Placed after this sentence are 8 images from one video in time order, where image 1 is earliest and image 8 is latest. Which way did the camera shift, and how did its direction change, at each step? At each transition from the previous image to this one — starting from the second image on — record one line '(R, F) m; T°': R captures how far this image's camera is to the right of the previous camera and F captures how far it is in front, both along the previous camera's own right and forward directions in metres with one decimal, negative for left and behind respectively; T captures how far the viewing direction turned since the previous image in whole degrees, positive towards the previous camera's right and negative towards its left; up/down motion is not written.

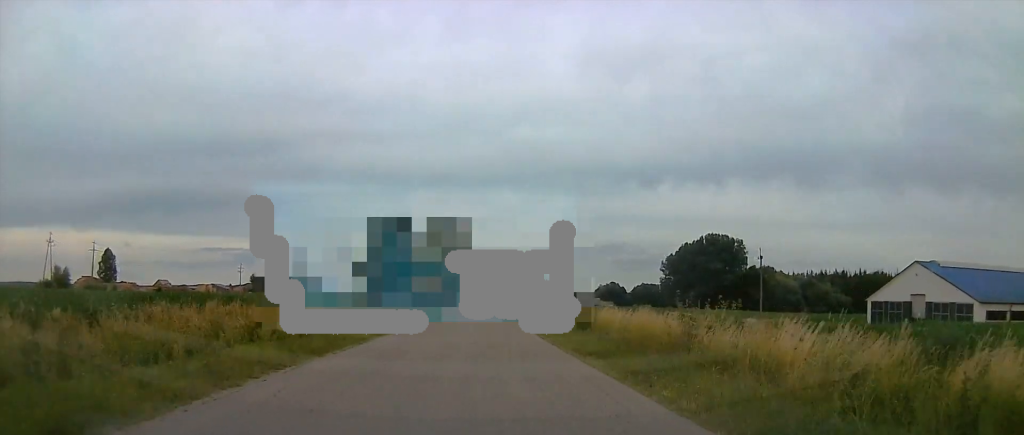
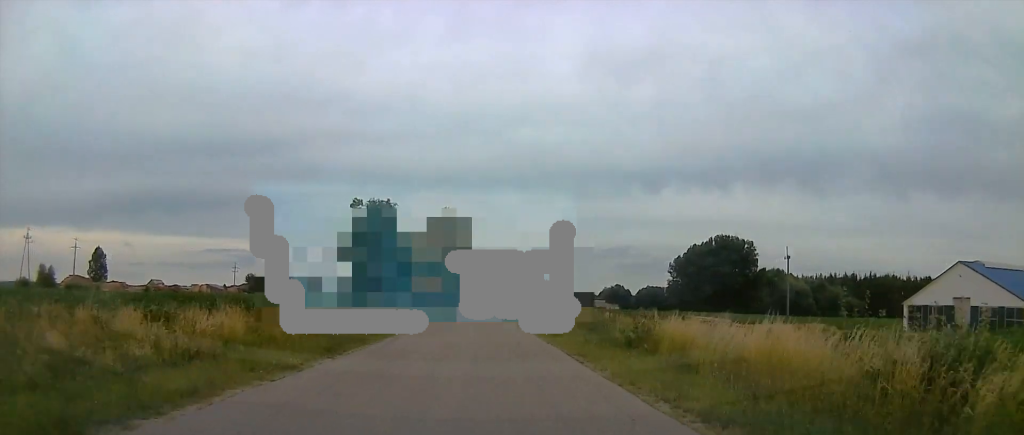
(0.0, +9.0) m; 0°
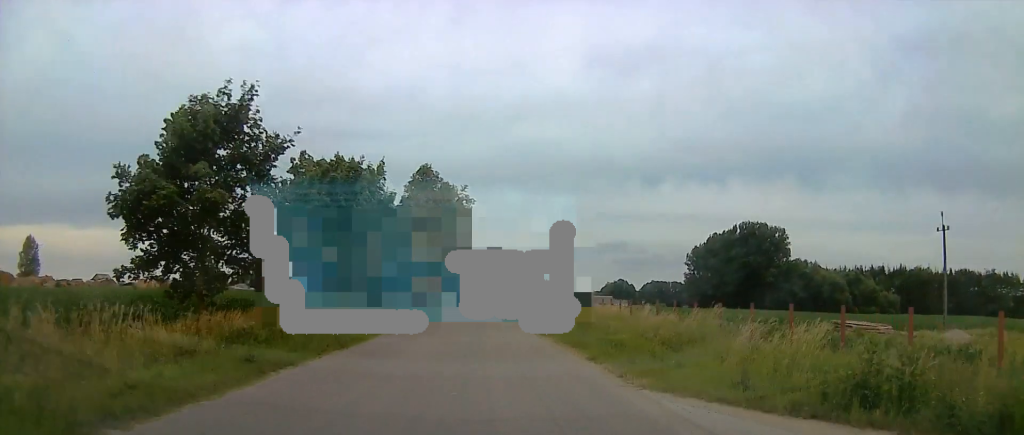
(-0.6, +35.4) m; -2°
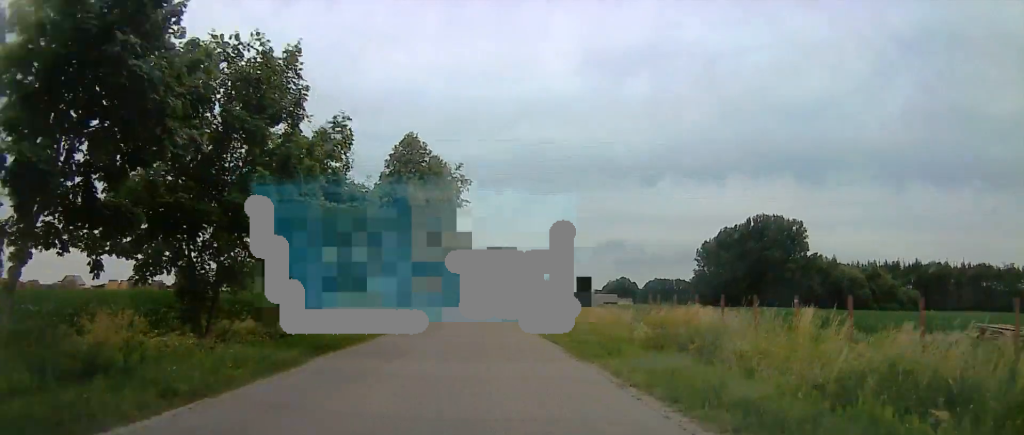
(-0.1, +16.8) m; 0°
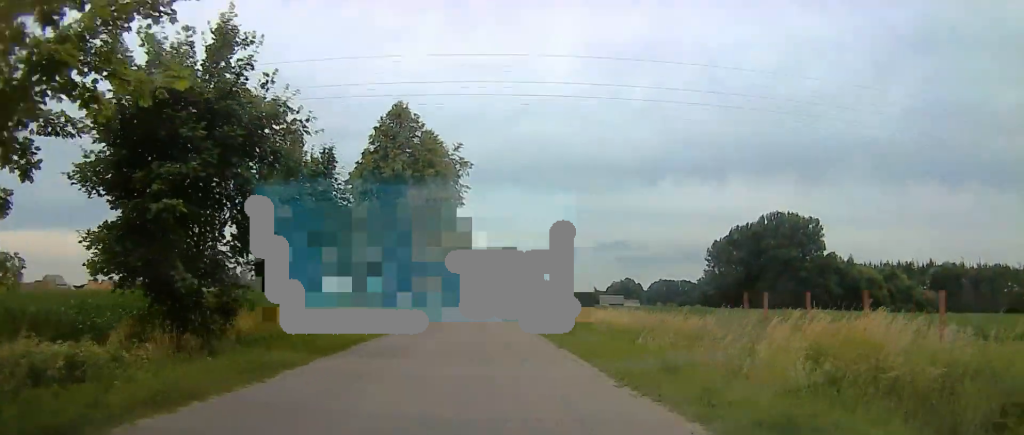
(+0.1, +10.7) m; +1°
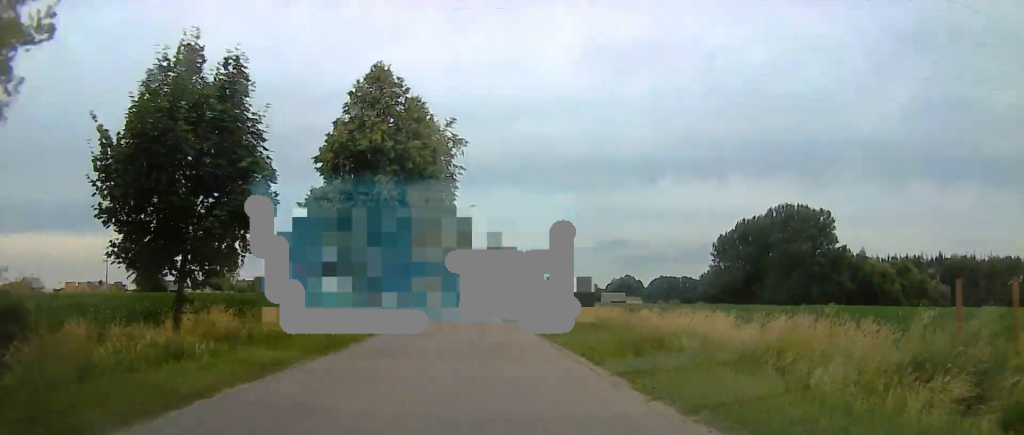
(+0.1, +9.3) m; +1°
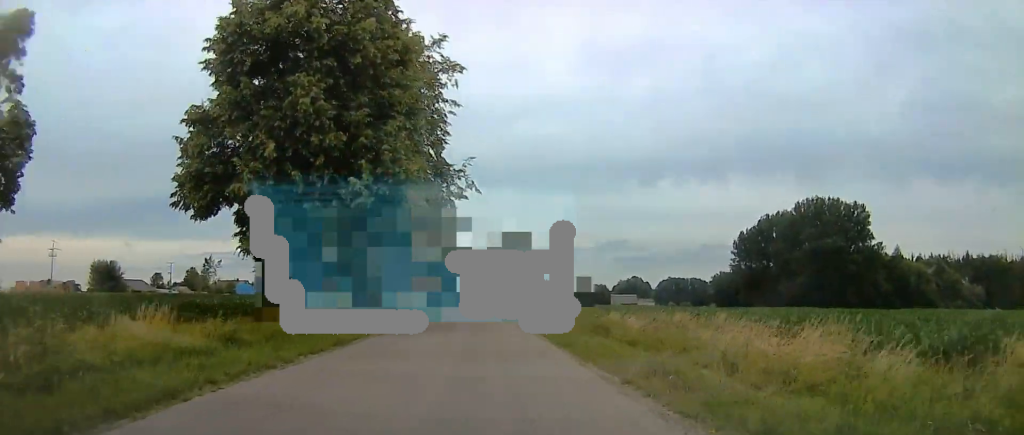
(+0.1, +20.6) m; 0°
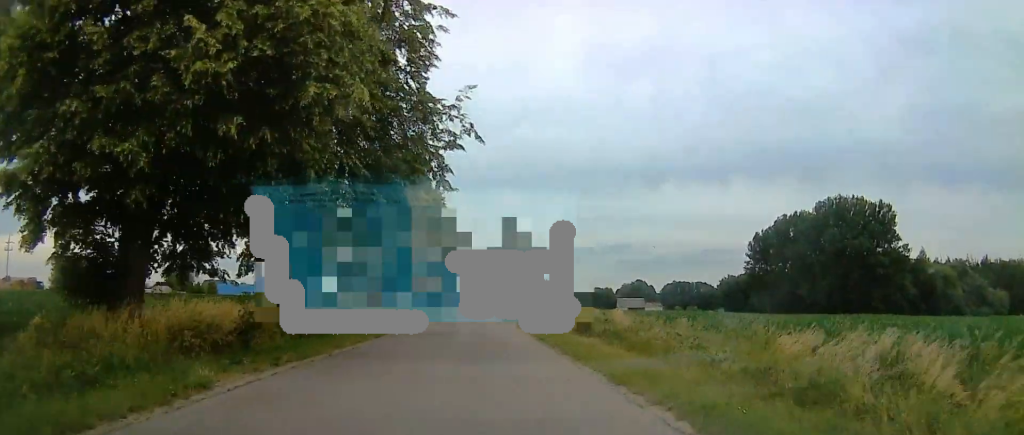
(0.0, +13.4) m; 0°
